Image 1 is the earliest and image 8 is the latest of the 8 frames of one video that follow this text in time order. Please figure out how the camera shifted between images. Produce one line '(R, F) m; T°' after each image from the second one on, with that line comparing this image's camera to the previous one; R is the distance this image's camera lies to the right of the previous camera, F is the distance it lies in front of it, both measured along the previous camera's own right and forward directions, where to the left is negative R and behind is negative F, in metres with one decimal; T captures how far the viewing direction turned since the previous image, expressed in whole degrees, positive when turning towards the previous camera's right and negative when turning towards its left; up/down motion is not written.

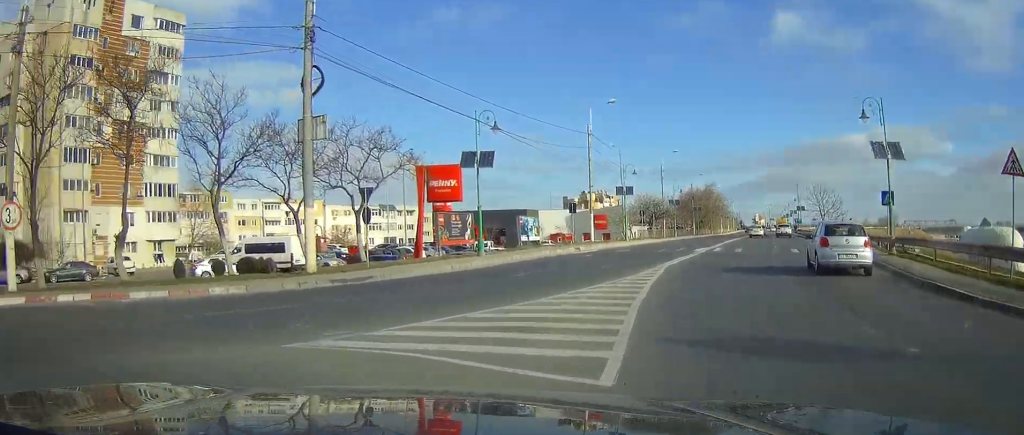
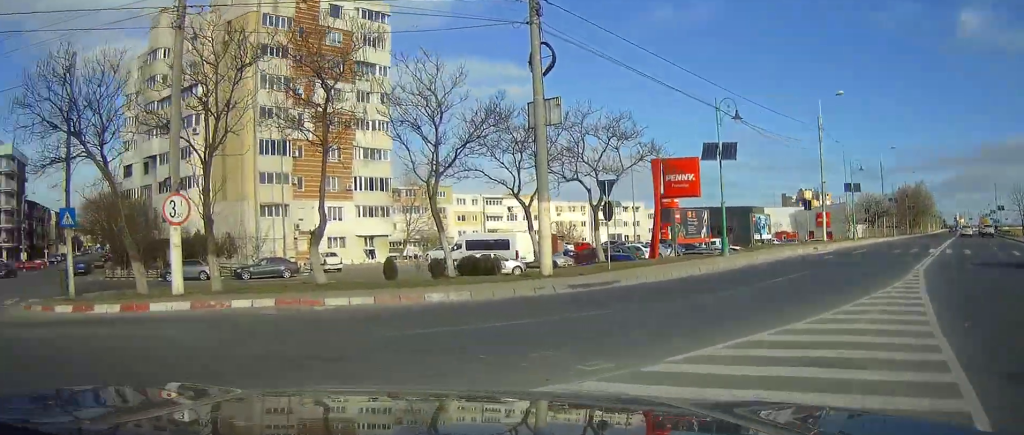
(-0.1, +2.1) m; -18°
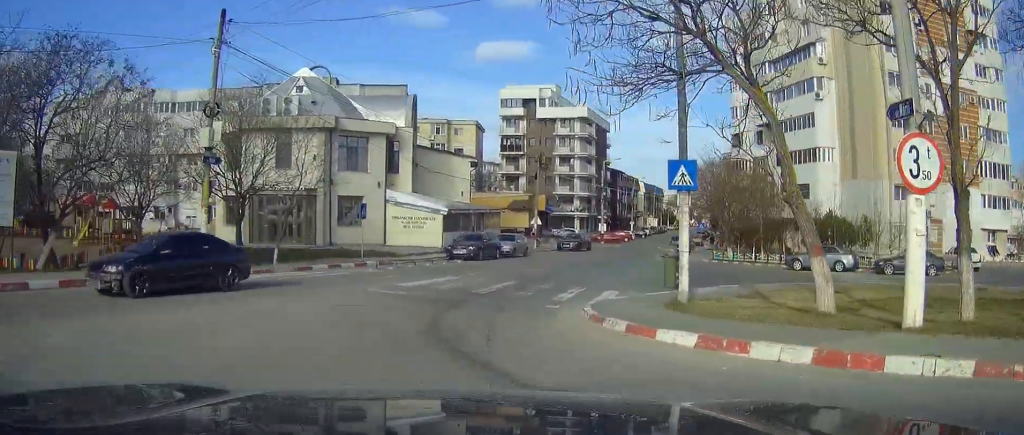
(-3.9, +7.0) m; -51°
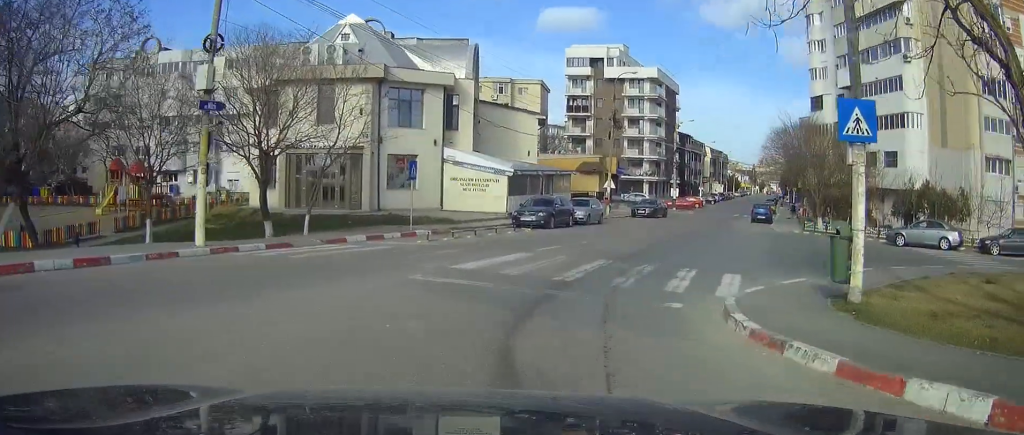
(-0.8, +4.6) m; -2°
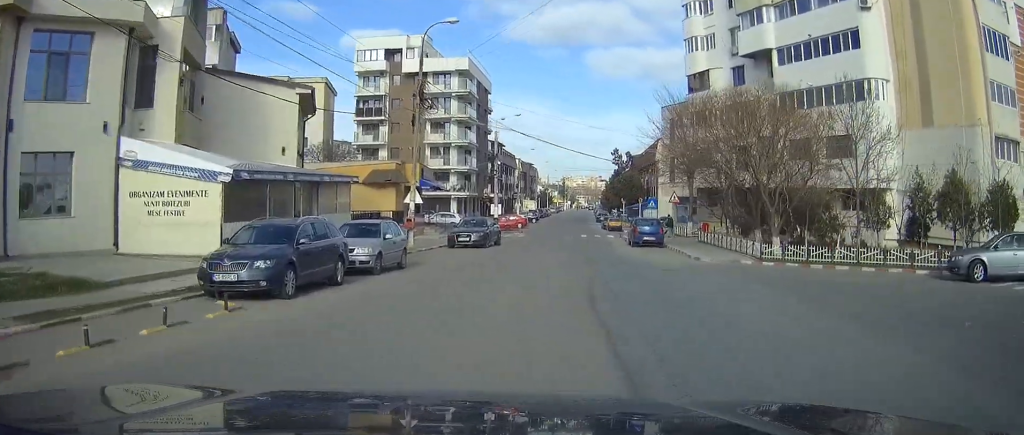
(+6.5, +15.9) m; +39°
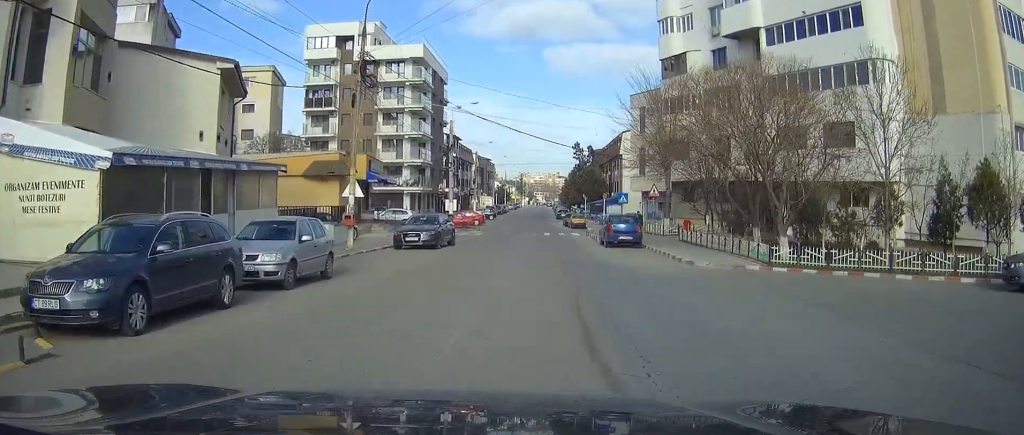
(+0.7, +4.4) m; 0°
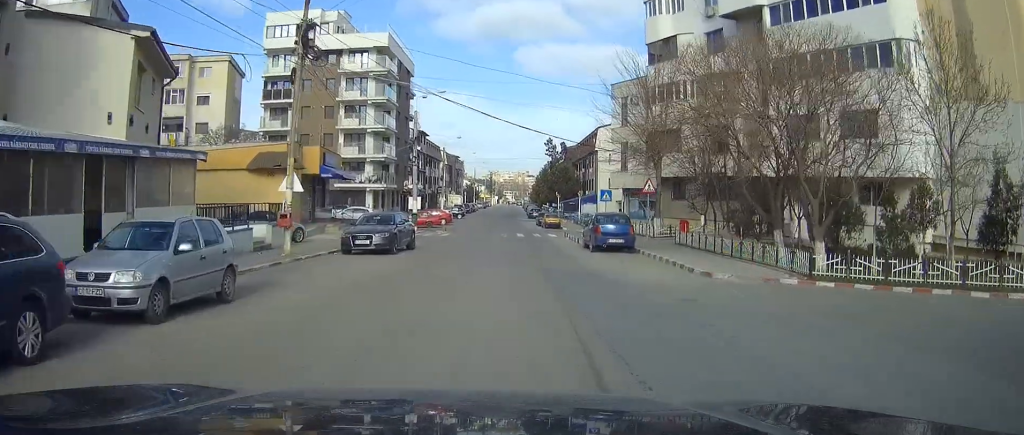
(-0.7, +4.4) m; -4°
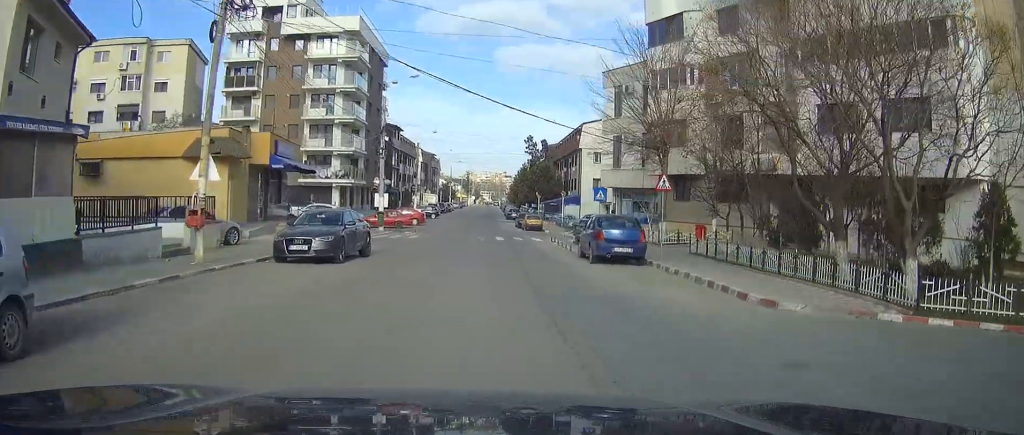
(-0.3, +5.5) m; -2°
